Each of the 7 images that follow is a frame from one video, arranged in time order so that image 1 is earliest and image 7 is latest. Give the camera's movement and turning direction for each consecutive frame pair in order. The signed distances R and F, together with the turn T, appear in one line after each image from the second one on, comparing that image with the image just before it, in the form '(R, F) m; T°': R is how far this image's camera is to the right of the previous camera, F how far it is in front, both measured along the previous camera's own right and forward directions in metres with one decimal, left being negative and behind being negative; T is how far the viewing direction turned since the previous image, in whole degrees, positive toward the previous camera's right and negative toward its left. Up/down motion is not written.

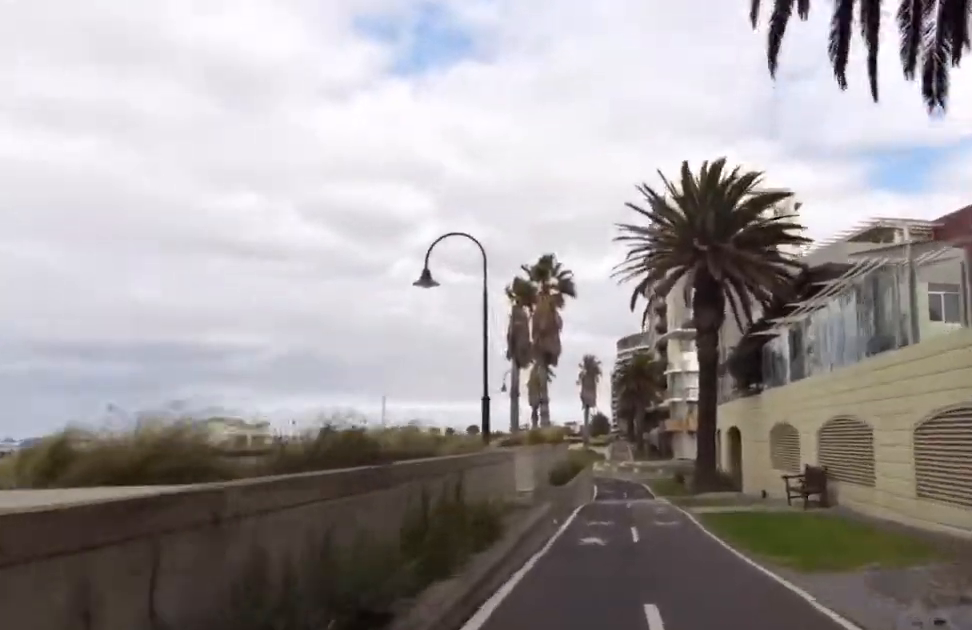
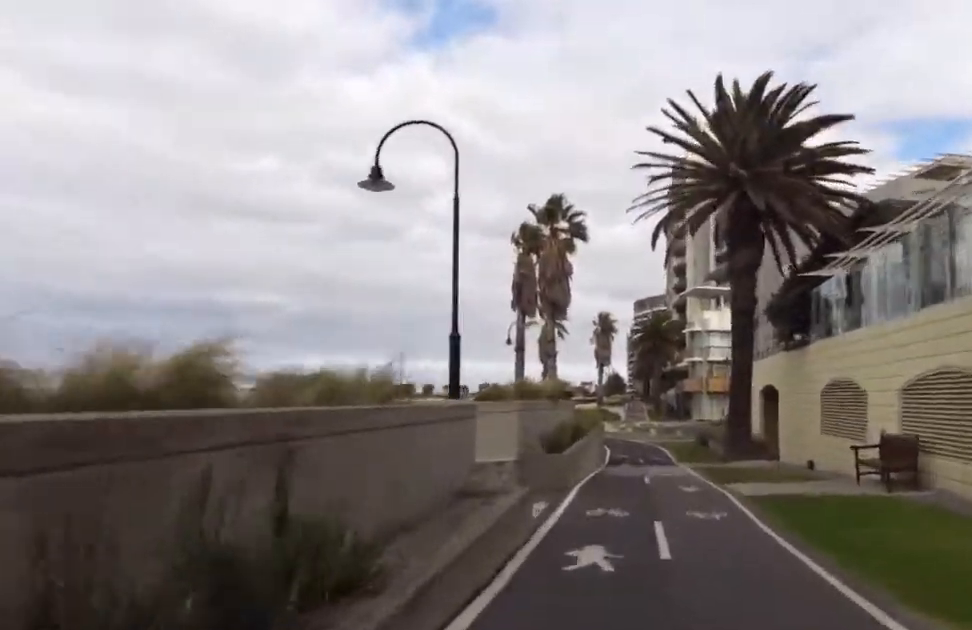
(-1.0, +4.5) m; -1°
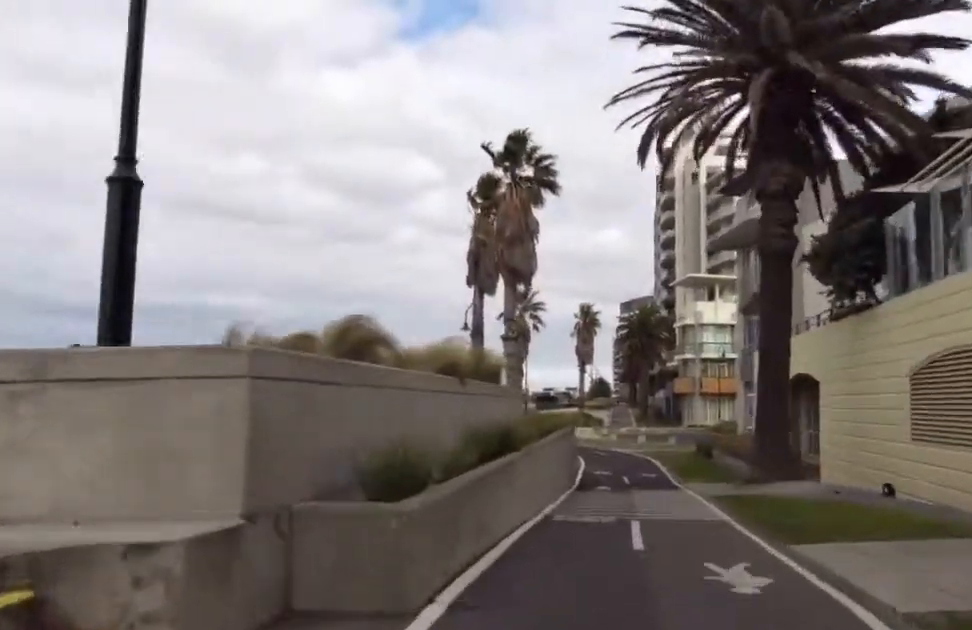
(+1.3, +7.7) m; +11°
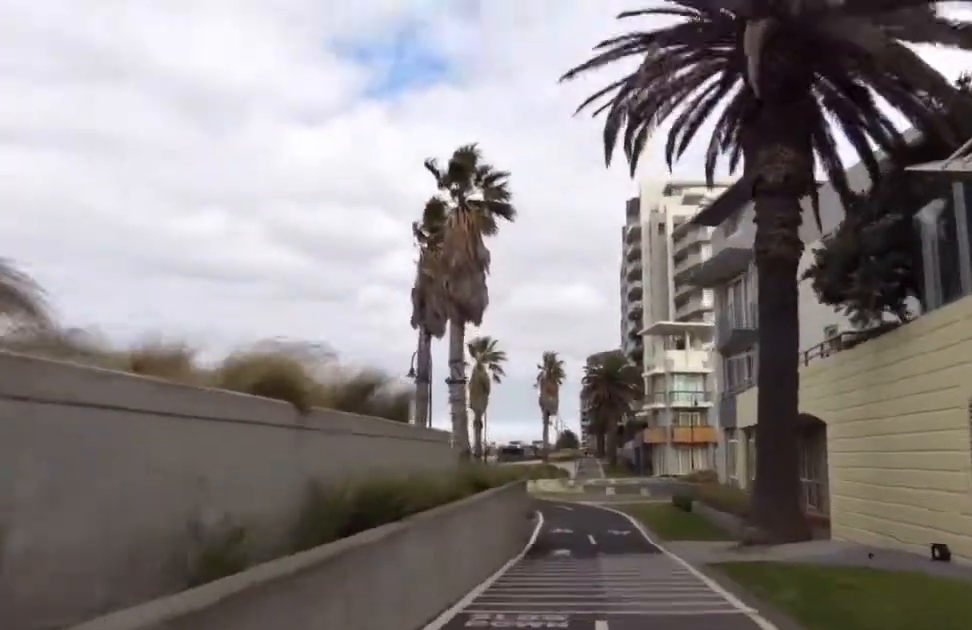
(0.0, +3.6) m; 0°
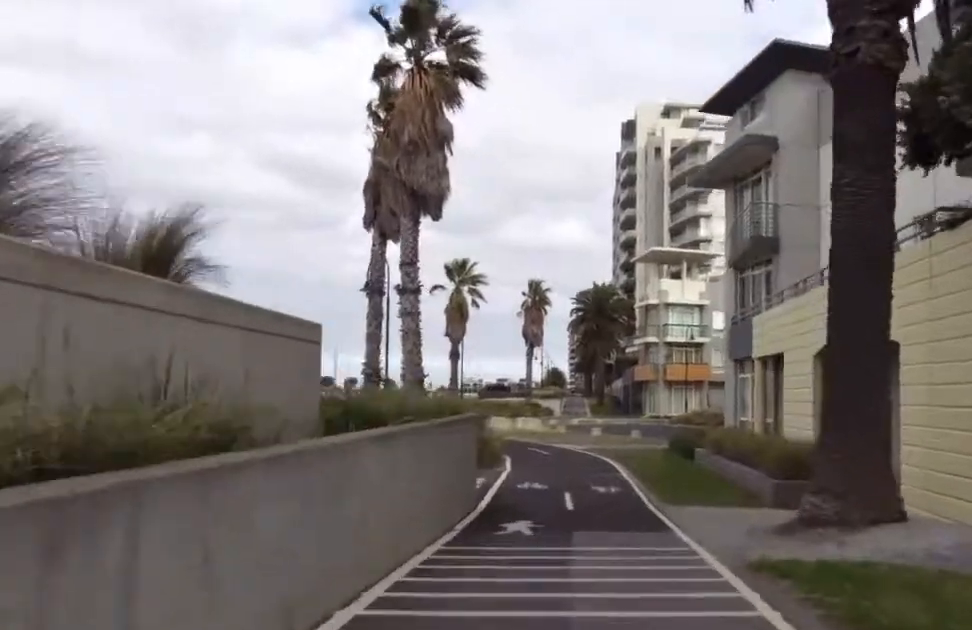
(0.0, +4.6) m; -1°
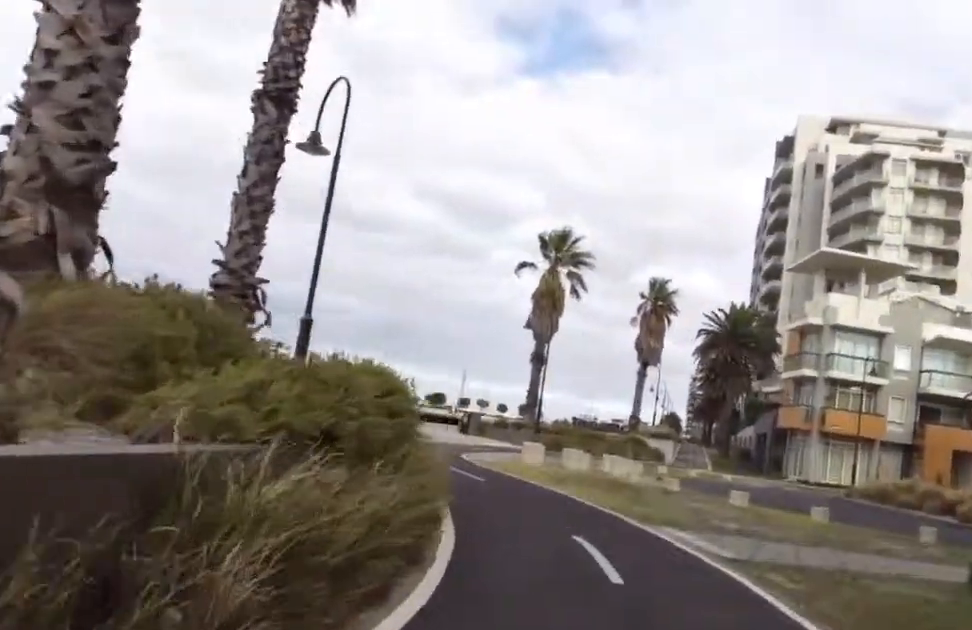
(-2.4, +14.2) m; -21°
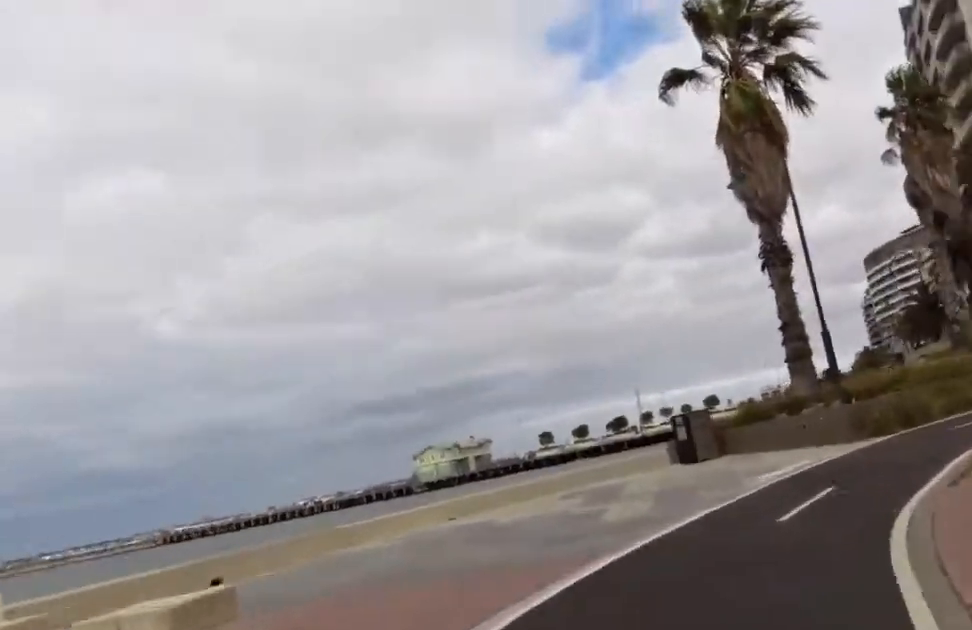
(-0.4, +18.6) m; +4°
